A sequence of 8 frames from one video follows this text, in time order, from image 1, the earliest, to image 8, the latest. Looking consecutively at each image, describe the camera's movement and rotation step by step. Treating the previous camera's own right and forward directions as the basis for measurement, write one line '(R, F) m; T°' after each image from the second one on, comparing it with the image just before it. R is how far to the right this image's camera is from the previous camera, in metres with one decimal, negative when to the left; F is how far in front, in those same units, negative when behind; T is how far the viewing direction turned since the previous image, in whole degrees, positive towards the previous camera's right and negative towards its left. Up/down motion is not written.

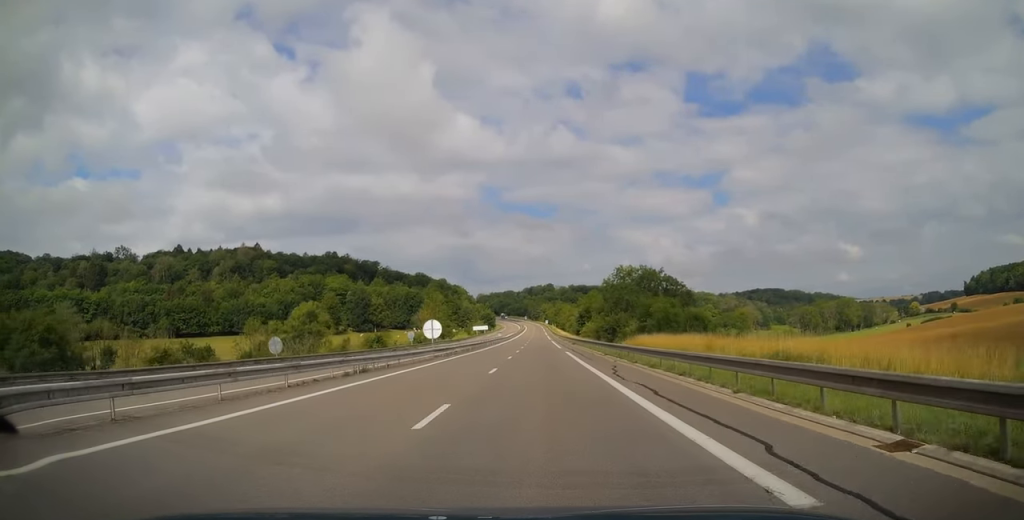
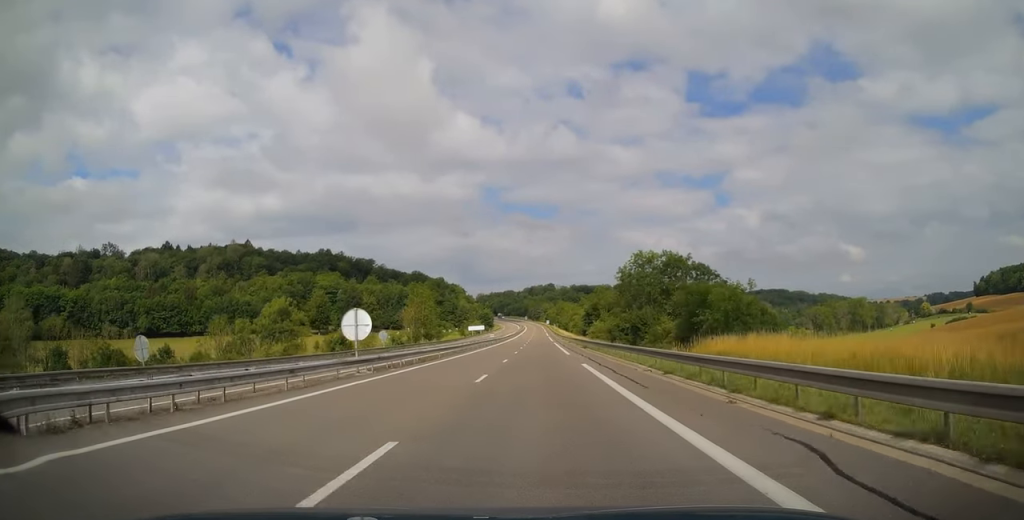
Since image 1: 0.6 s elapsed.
(0.0, +17.0) m; 0°
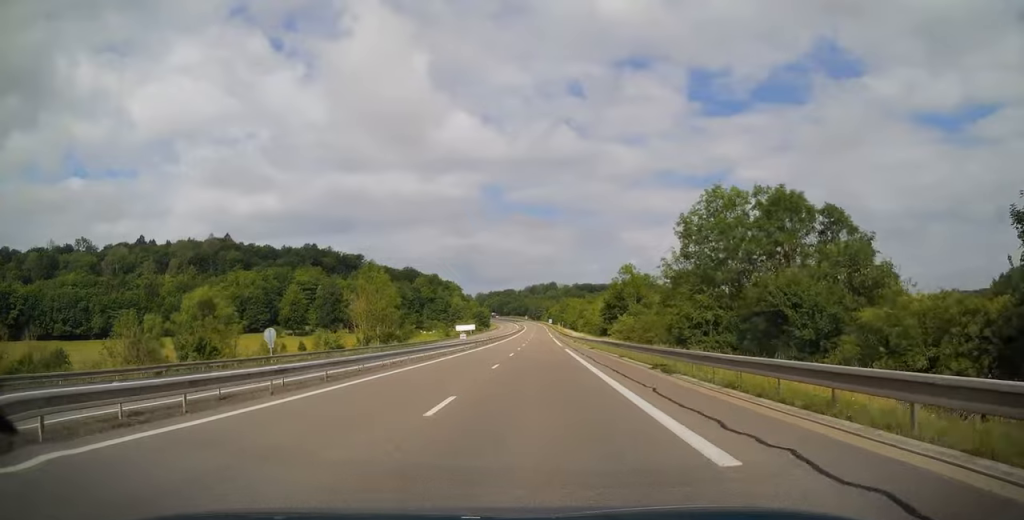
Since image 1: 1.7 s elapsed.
(0.0, +33.1) m; 0°
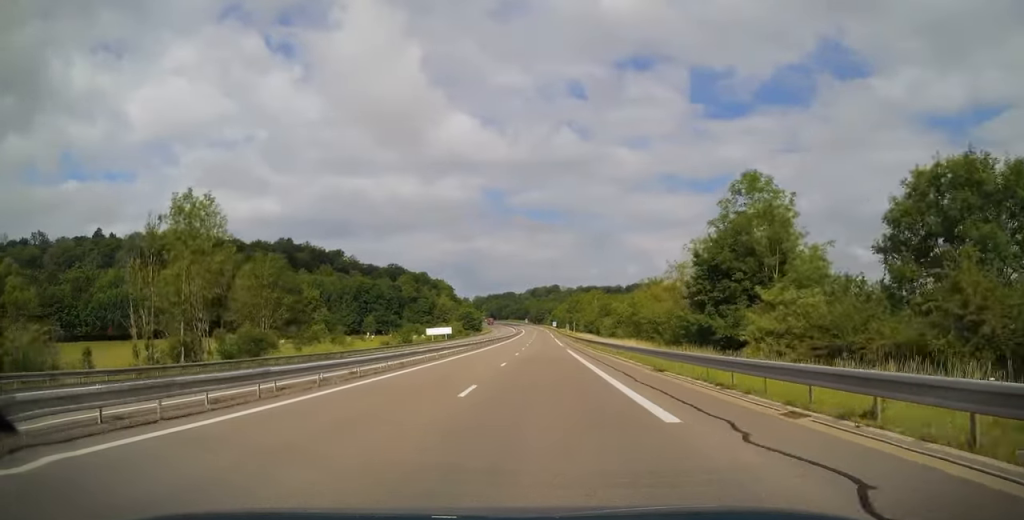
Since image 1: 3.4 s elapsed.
(0.0, +48.7) m; 0°
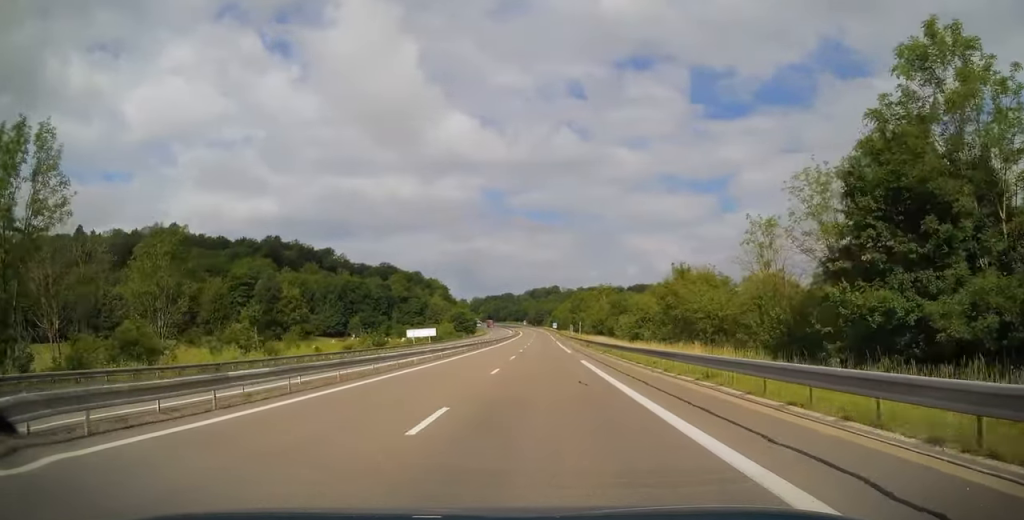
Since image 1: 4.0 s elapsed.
(0.0, +18.0) m; 0°
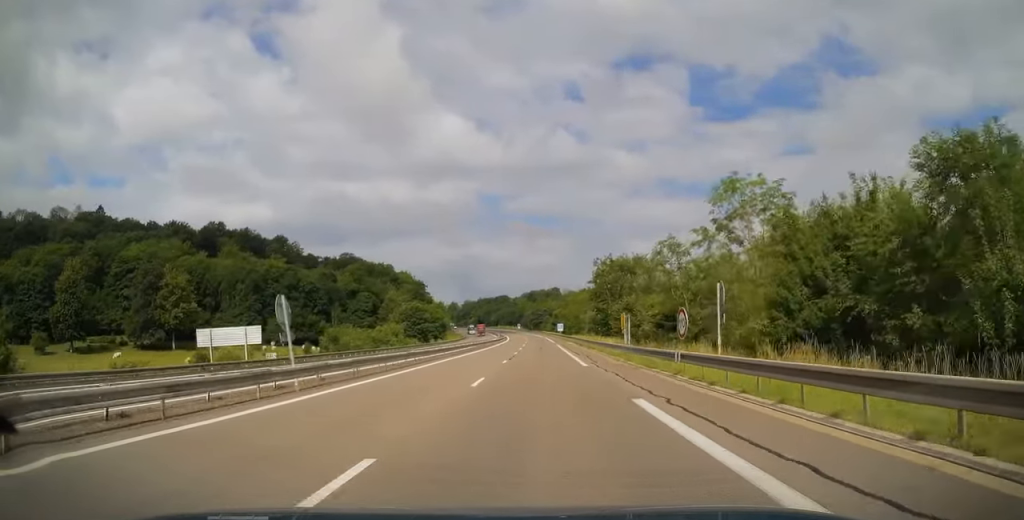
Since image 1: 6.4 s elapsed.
(0.0, +69.4) m; 0°
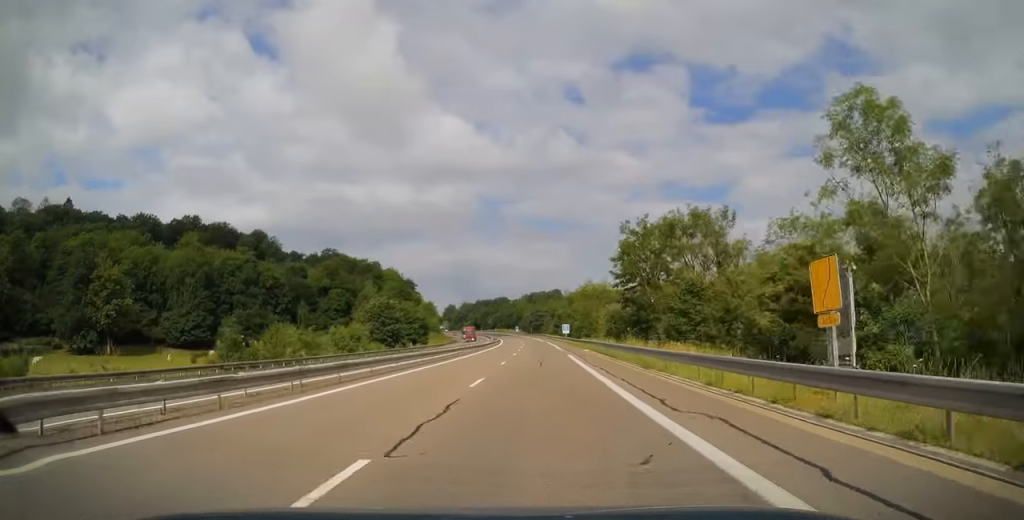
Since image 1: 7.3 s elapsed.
(0.0, +25.6) m; 0°
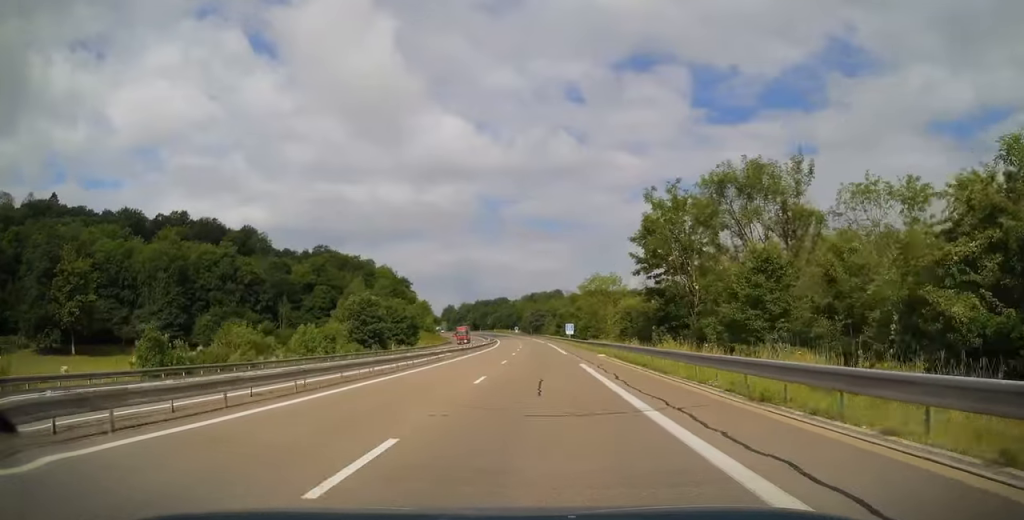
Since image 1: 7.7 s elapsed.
(0.0, +11.6) m; 0°
